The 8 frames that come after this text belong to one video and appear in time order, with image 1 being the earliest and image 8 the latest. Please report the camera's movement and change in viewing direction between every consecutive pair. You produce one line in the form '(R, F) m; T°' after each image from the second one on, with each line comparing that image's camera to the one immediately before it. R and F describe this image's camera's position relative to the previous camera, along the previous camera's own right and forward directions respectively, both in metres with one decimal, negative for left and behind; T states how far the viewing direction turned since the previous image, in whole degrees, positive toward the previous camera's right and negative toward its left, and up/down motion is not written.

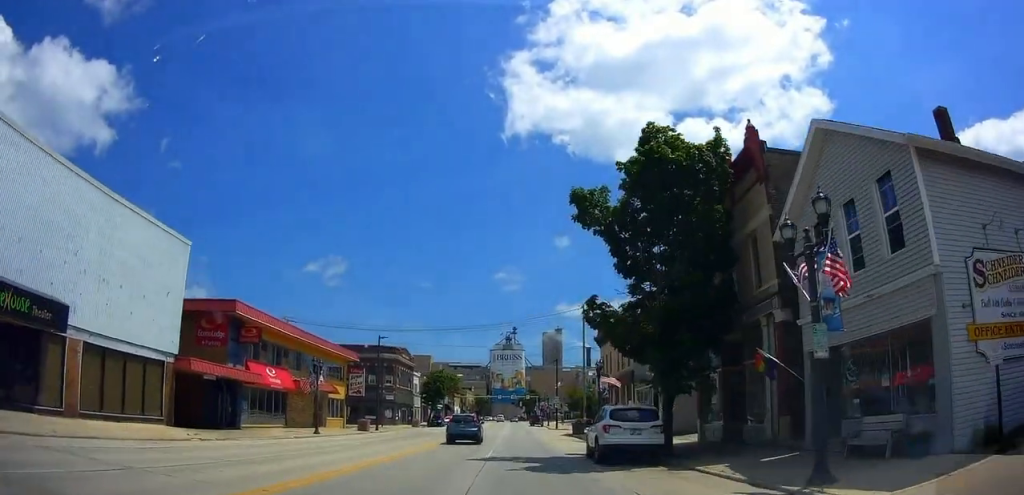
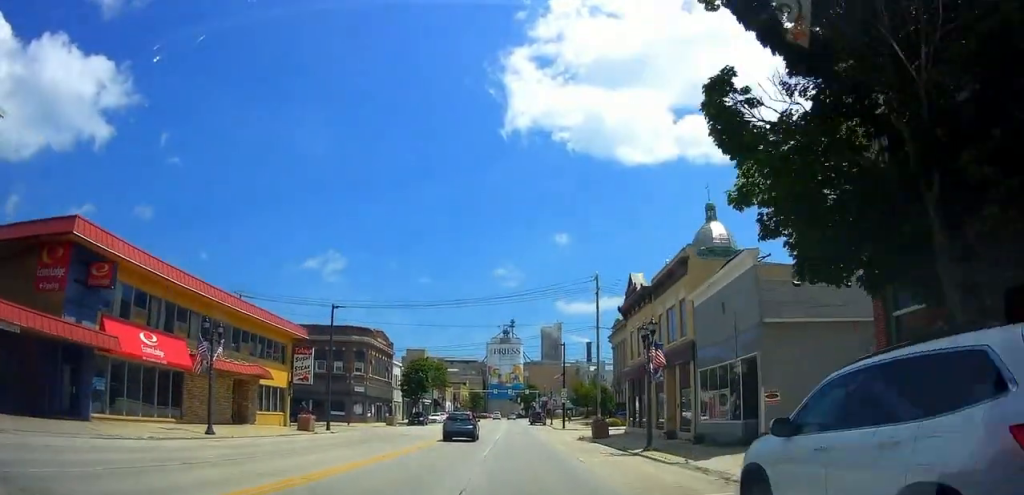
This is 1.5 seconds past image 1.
(-1.0, +15.3) m; -4°
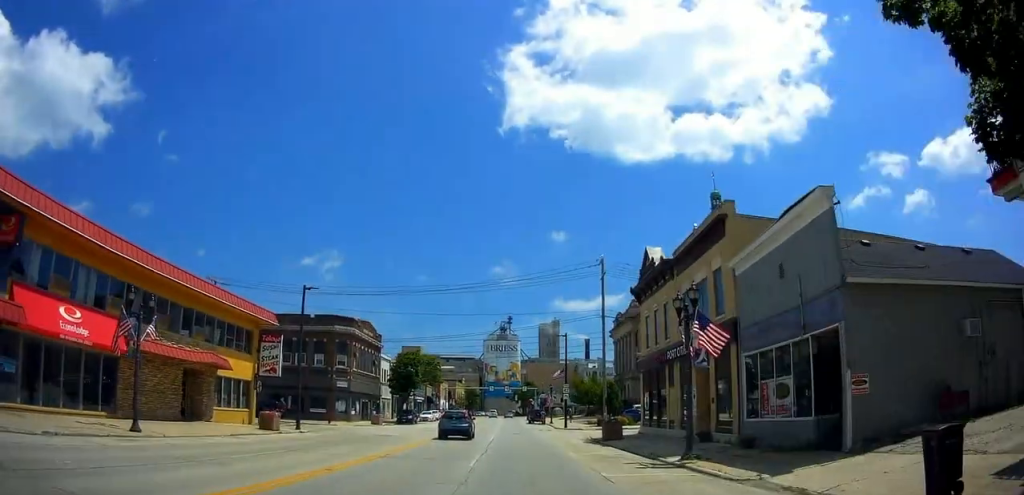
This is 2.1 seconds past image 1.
(0.0, +6.0) m; 0°
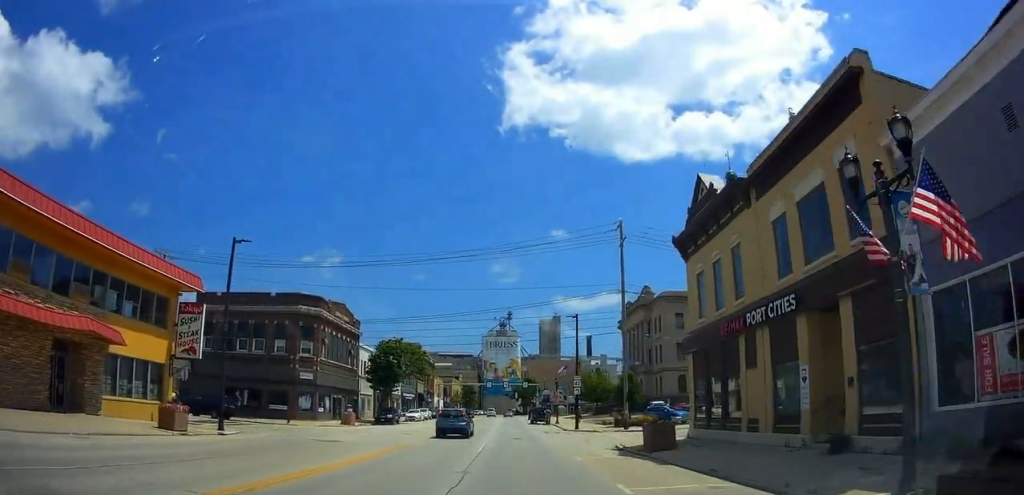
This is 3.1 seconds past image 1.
(0.0, +10.7) m; 0°
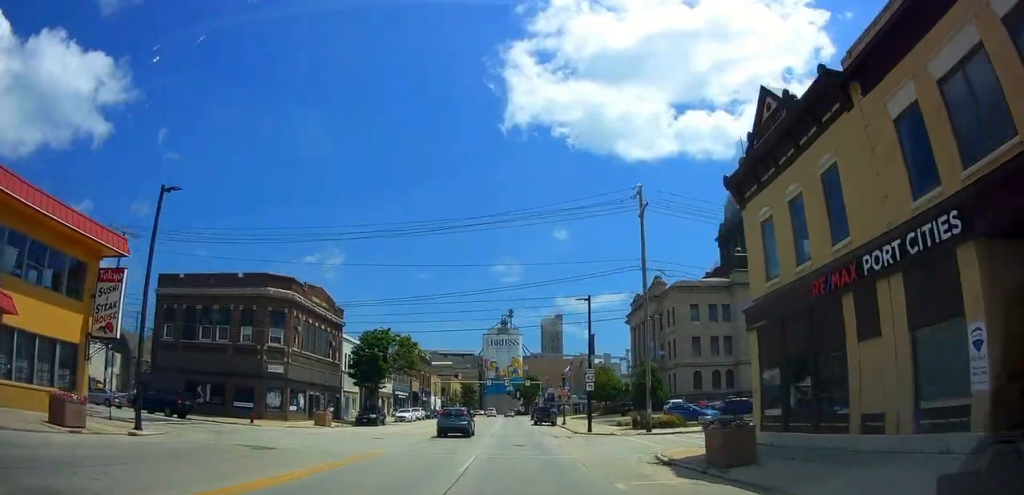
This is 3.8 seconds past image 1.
(0.0, +7.3) m; 0°
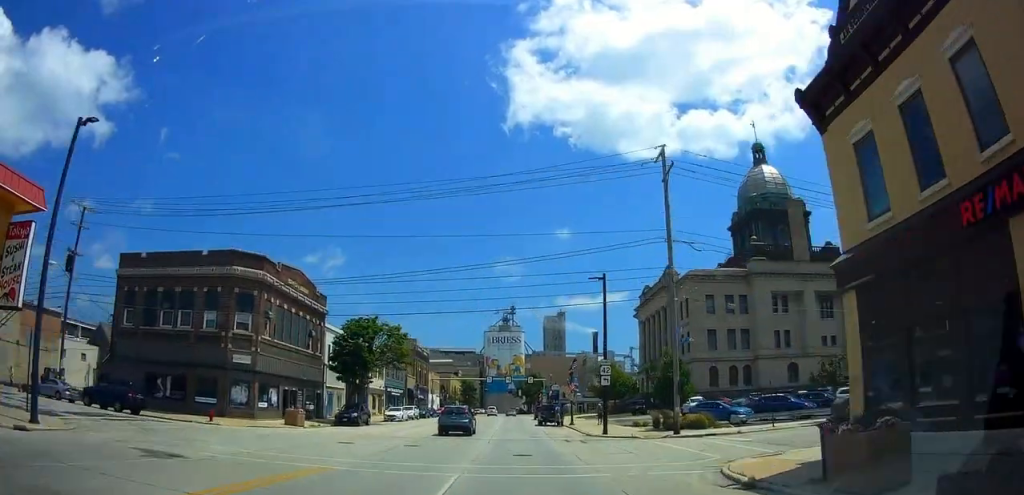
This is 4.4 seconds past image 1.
(0.0, +5.9) m; 0°
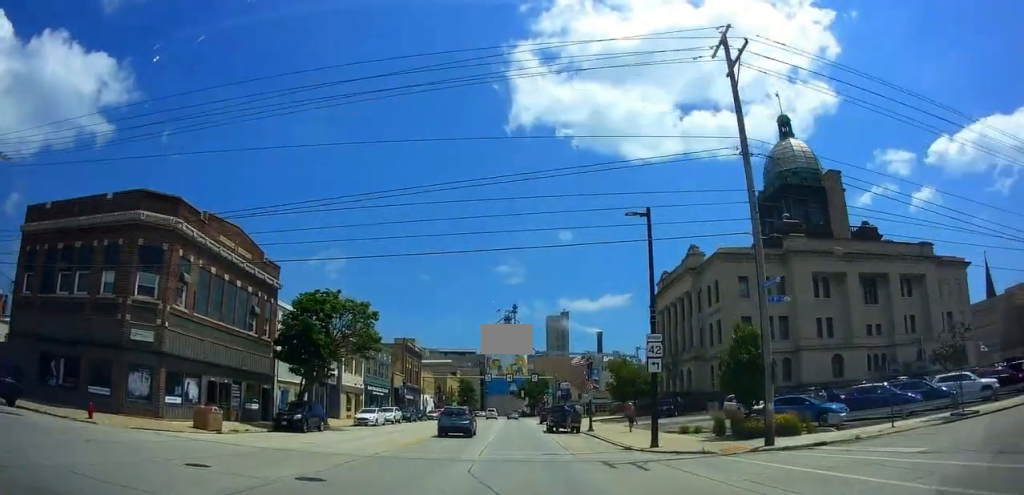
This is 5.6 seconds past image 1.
(0.0, +10.2) m; 0°
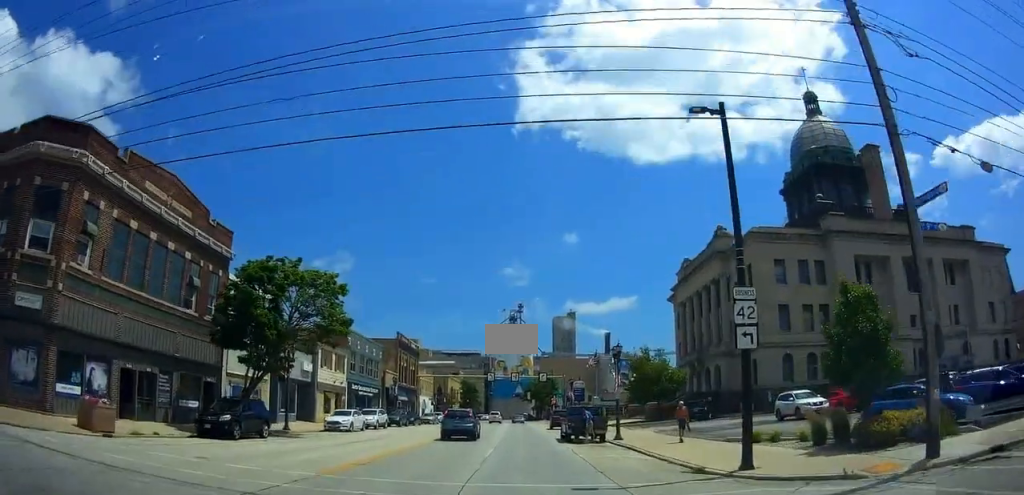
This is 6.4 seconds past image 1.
(0.0, +7.5) m; 0°
